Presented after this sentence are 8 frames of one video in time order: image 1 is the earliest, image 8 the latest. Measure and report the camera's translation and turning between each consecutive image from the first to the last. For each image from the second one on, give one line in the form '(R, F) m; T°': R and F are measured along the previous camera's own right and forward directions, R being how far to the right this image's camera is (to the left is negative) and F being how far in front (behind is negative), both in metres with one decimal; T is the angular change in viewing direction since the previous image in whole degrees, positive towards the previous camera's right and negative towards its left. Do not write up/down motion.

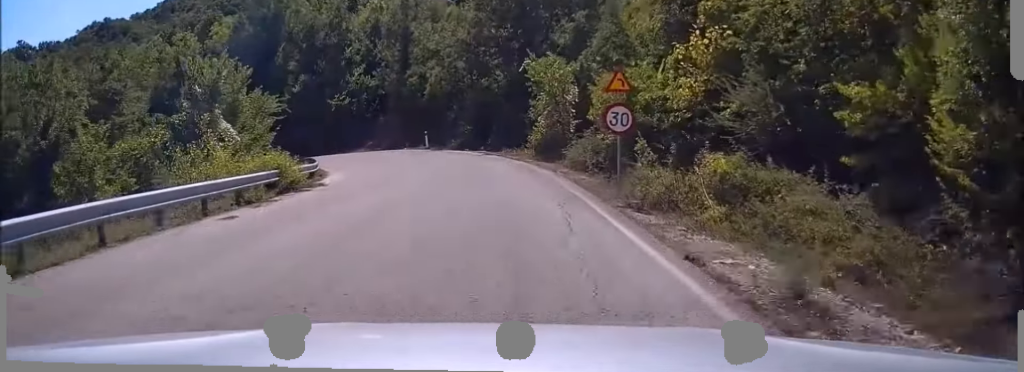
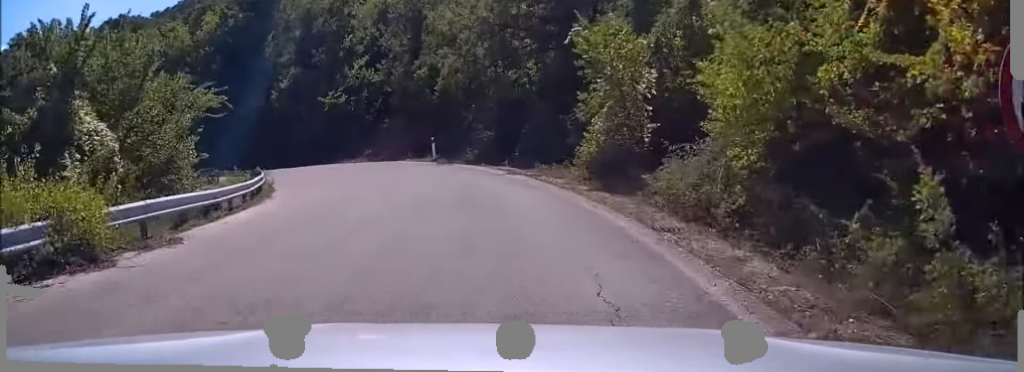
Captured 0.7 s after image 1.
(-0.2, +11.0) m; -4°
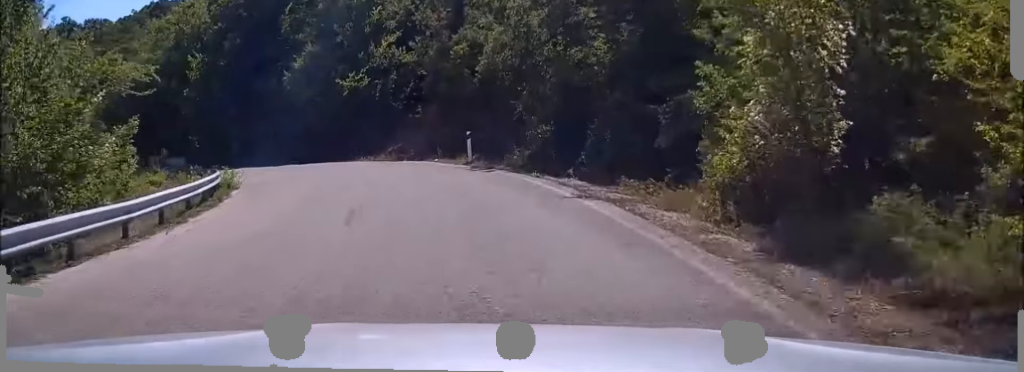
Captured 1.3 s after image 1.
(-0.1, +8.2) m; -5°
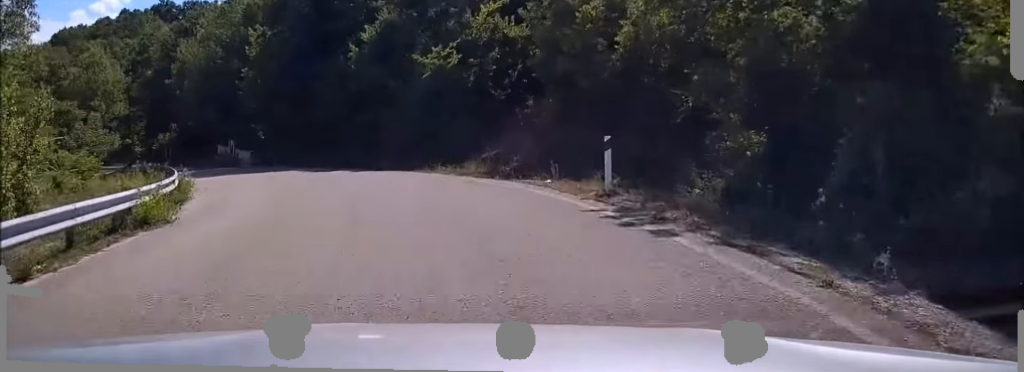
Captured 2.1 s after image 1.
(-0.9, +11.3) m; -9°
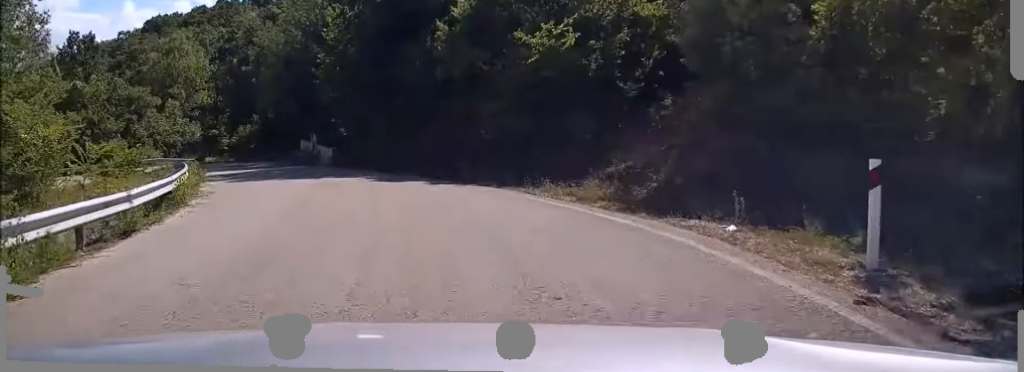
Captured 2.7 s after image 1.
(-0.5, +7.0) m; -5°
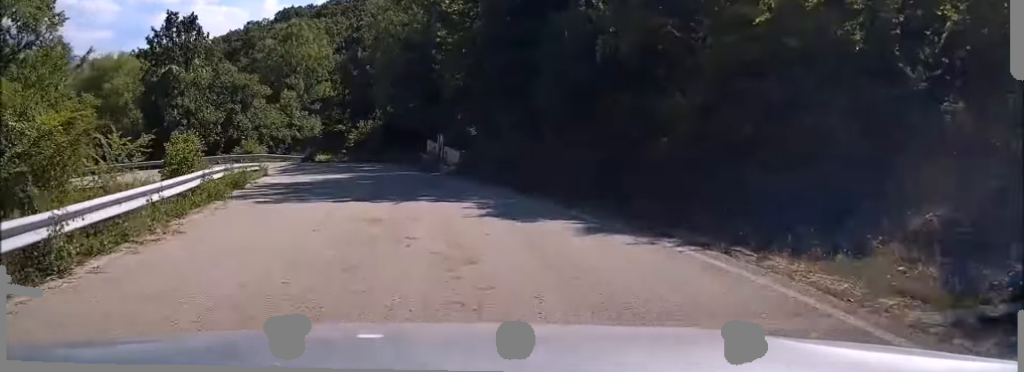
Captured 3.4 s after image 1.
(-0.4, +9.2) m; -6°
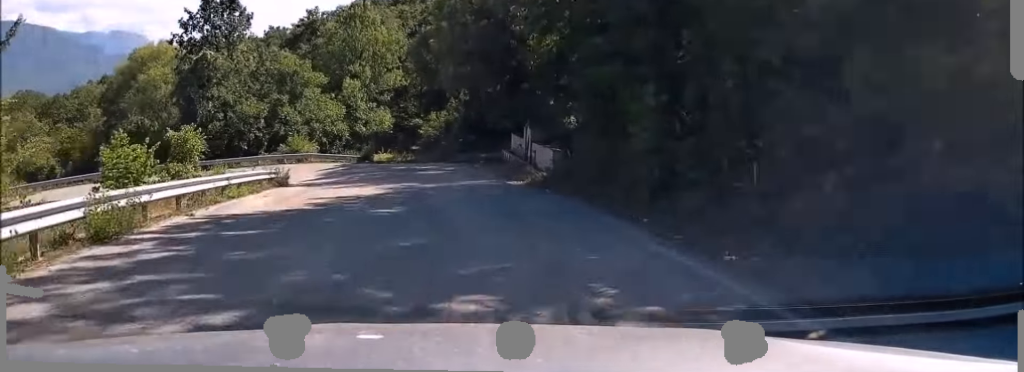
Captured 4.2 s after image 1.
(-0.5, +10.5) m; -7°
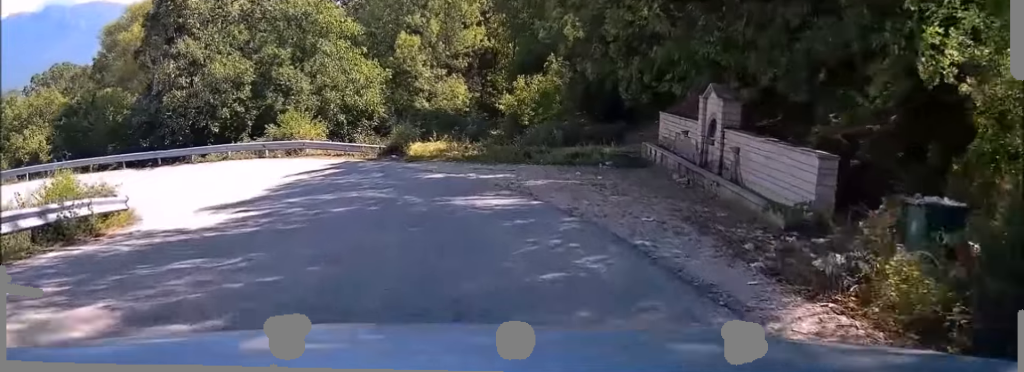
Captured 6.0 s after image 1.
(-2.5, +20.9) m; -28°
